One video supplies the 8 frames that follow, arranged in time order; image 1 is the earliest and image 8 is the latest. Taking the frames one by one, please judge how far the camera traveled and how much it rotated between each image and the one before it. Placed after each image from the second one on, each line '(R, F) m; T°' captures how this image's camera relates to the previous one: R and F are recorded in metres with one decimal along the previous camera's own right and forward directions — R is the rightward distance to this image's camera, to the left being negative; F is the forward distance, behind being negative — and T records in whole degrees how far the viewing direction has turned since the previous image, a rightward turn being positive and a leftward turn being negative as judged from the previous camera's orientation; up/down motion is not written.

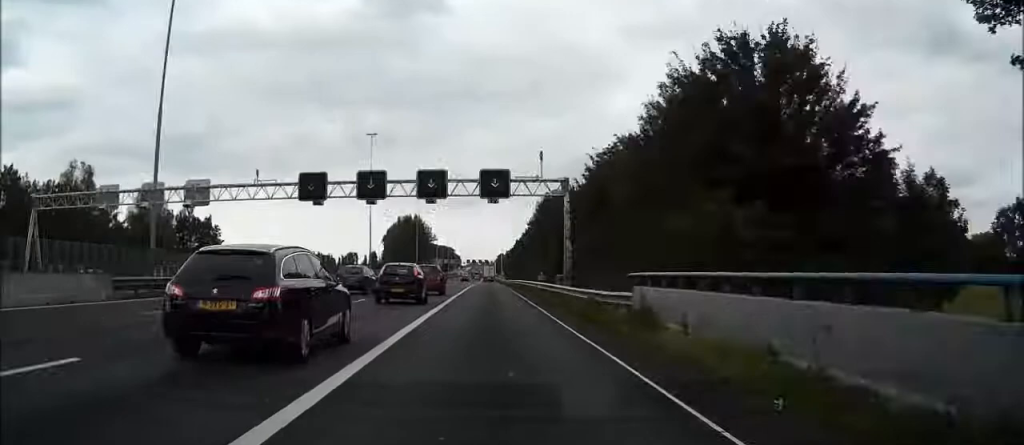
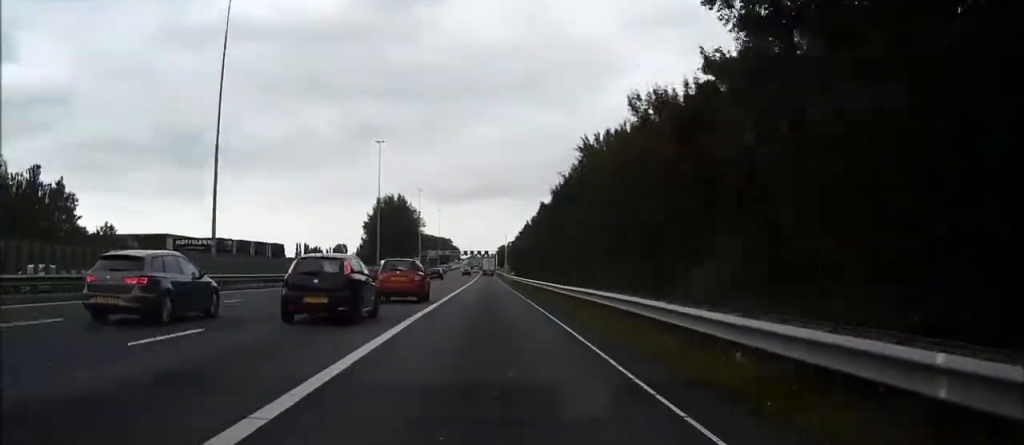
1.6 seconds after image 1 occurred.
(0.0, +52.5) m; 0°
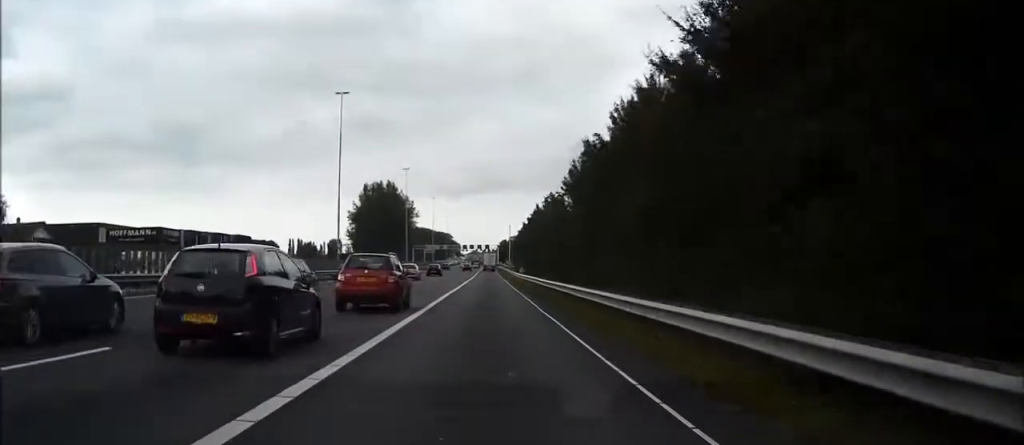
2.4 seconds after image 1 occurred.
(0.0, +26.1) m; 0°
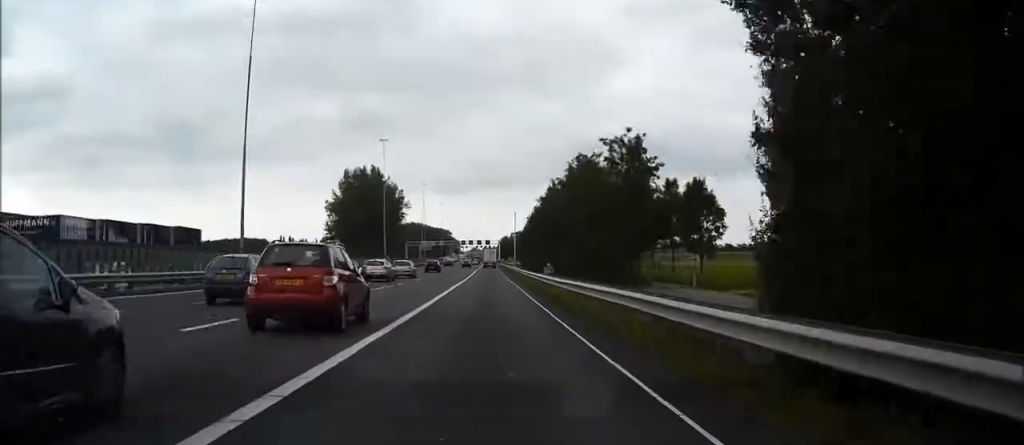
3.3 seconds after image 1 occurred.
(0.0, +28.4) m; 0°
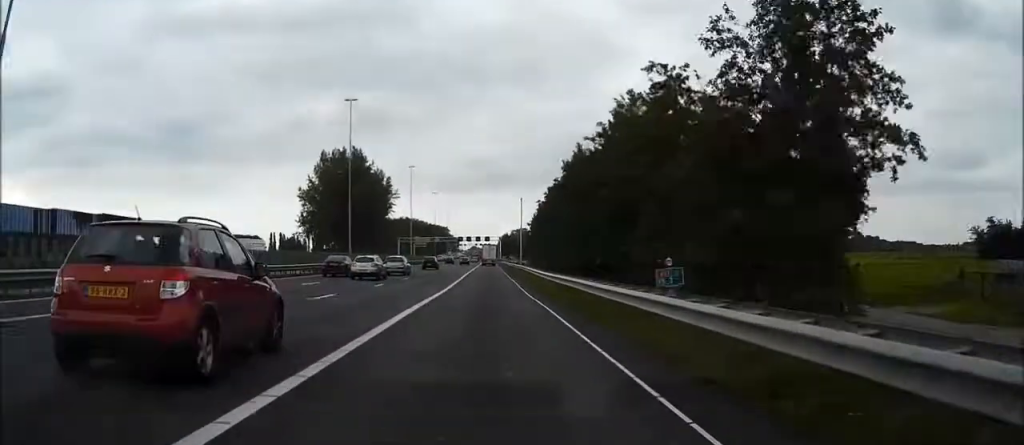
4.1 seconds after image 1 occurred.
(-0.1, +25.2) m; 0°
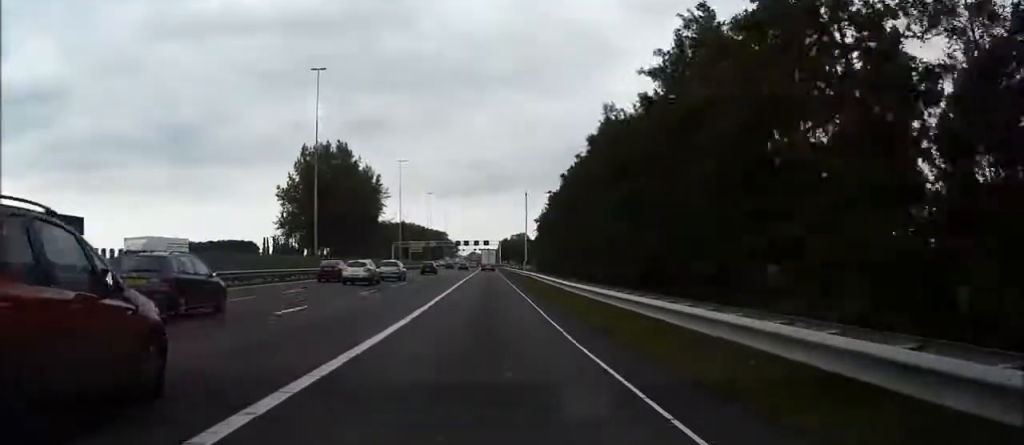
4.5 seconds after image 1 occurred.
(+0.1, +15.4) m; 0°
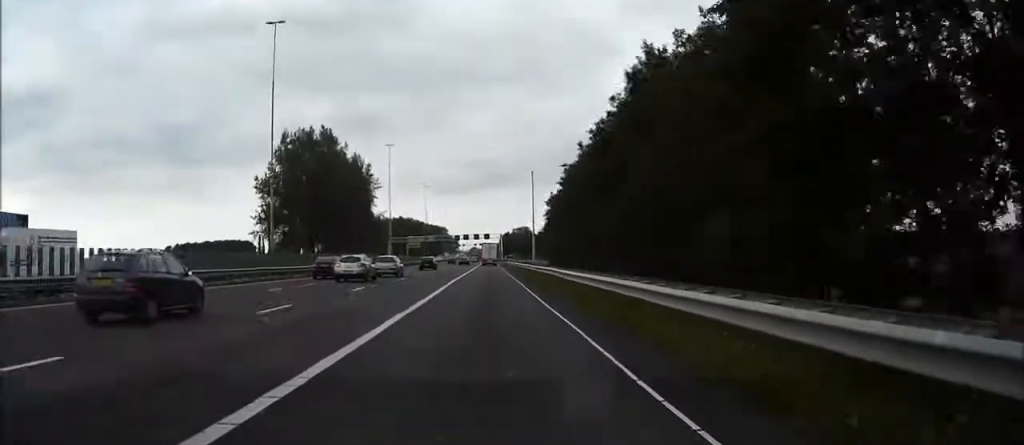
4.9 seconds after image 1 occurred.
(+0.1, +13.3) m; 0°
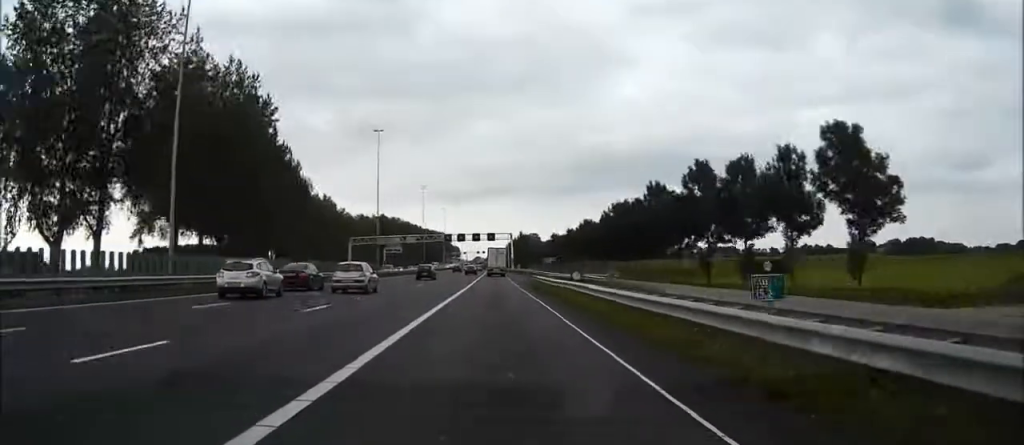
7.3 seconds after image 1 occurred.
(-0.4, +78.6) m; 0°
